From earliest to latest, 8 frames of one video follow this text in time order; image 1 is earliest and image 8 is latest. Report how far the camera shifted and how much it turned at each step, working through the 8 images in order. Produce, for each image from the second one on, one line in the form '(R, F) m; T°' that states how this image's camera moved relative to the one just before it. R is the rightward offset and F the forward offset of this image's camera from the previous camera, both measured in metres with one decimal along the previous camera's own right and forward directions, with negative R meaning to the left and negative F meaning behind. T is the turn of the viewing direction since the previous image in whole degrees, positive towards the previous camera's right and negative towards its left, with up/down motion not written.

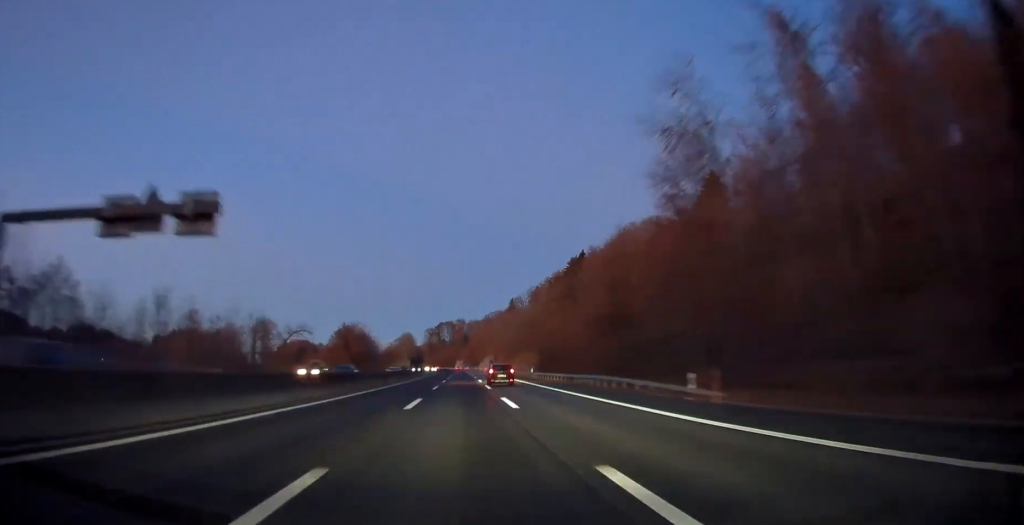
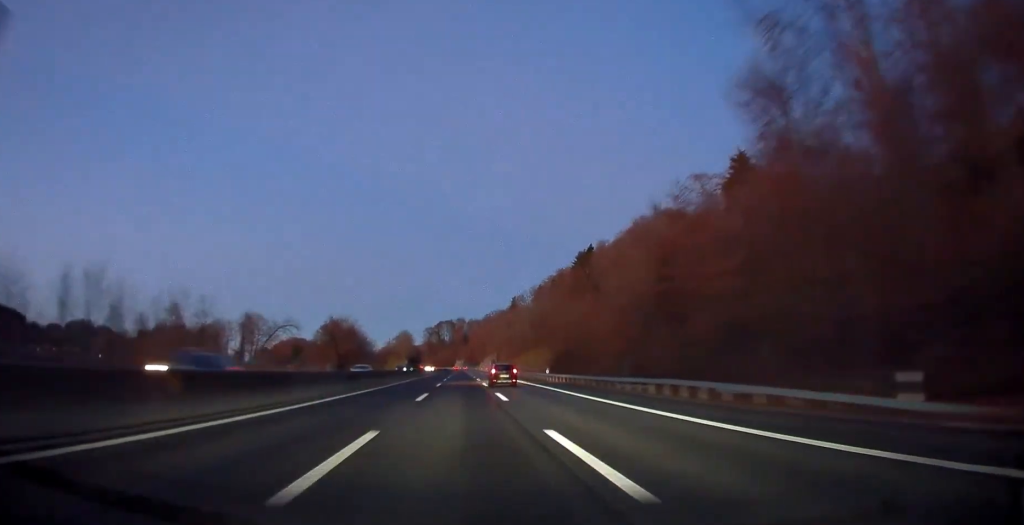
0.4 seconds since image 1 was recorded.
(0.0, +12.8) m; 0°
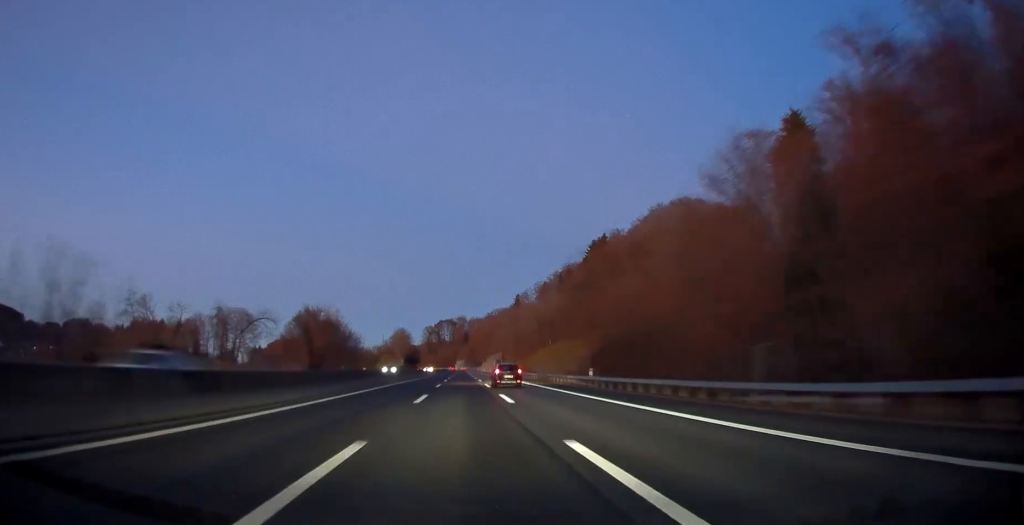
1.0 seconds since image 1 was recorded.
(0.0, +20.3) m; 0°
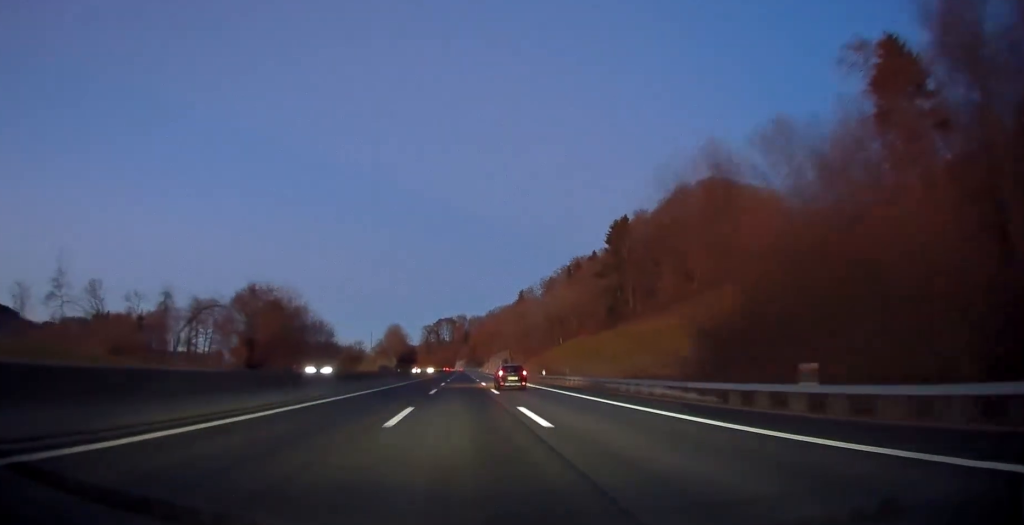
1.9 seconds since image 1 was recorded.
(0.0, +26.7) m; 0°
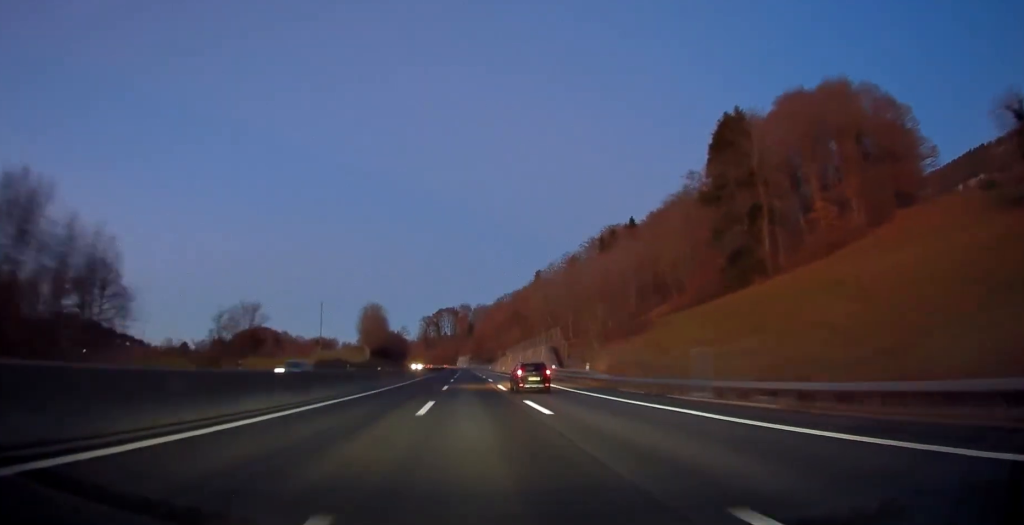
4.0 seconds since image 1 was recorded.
(-0.1, +67.2) m; 0°
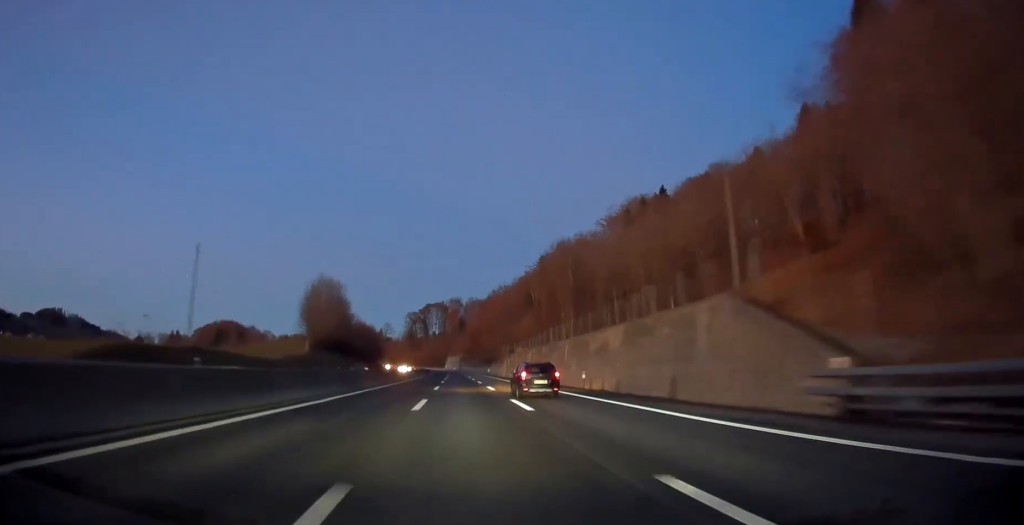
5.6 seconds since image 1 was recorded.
(-0.1, +52.1) m; 0°
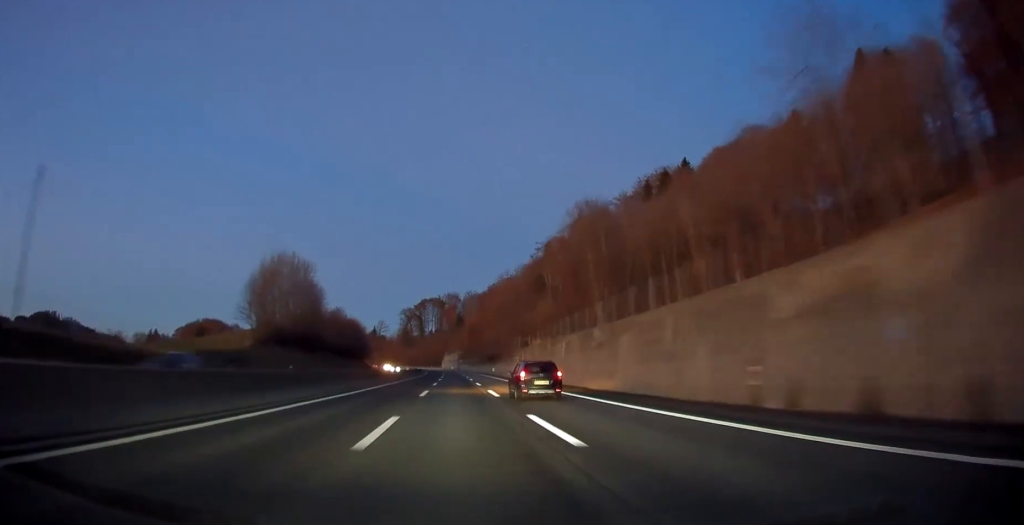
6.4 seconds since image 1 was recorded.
(+0.2, +26.5) m; 0°
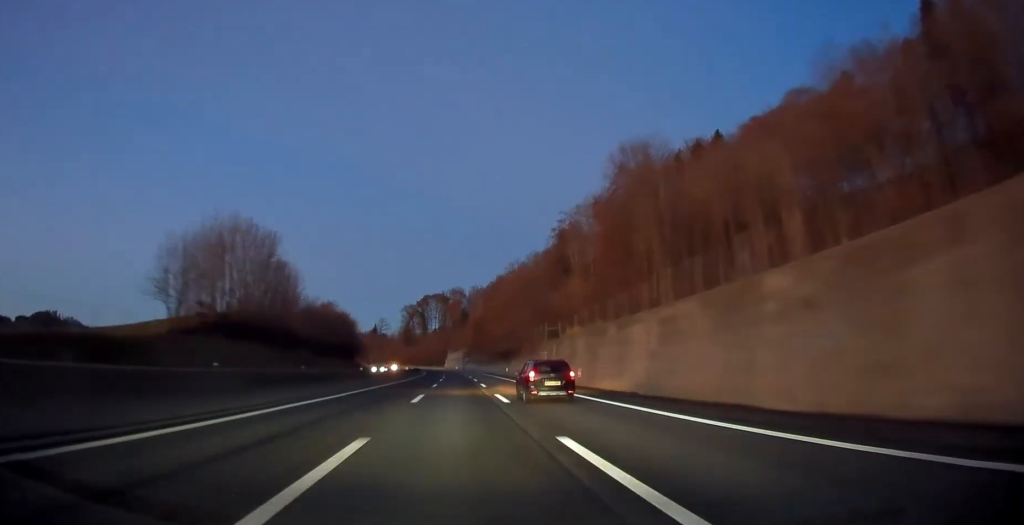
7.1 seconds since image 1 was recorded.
(+0.1, +22.3) m; 0°
